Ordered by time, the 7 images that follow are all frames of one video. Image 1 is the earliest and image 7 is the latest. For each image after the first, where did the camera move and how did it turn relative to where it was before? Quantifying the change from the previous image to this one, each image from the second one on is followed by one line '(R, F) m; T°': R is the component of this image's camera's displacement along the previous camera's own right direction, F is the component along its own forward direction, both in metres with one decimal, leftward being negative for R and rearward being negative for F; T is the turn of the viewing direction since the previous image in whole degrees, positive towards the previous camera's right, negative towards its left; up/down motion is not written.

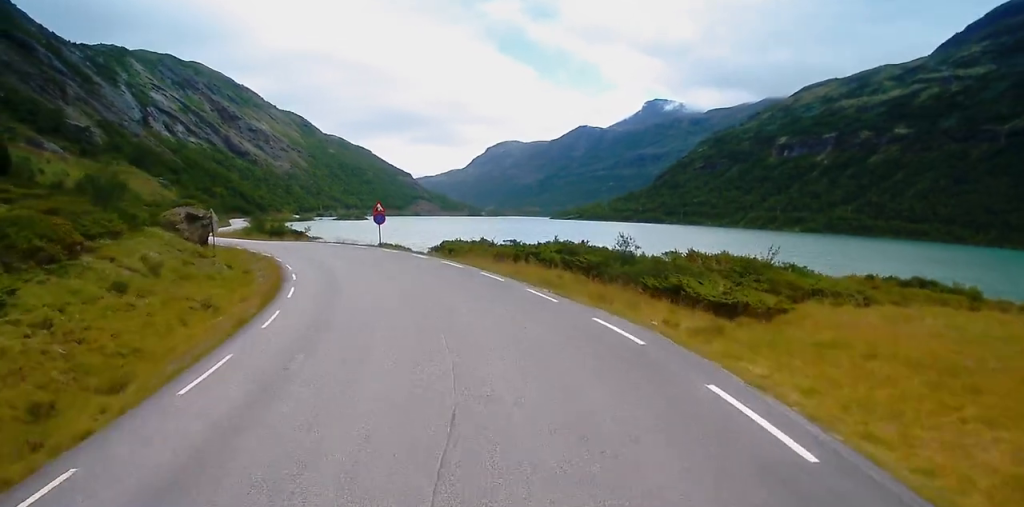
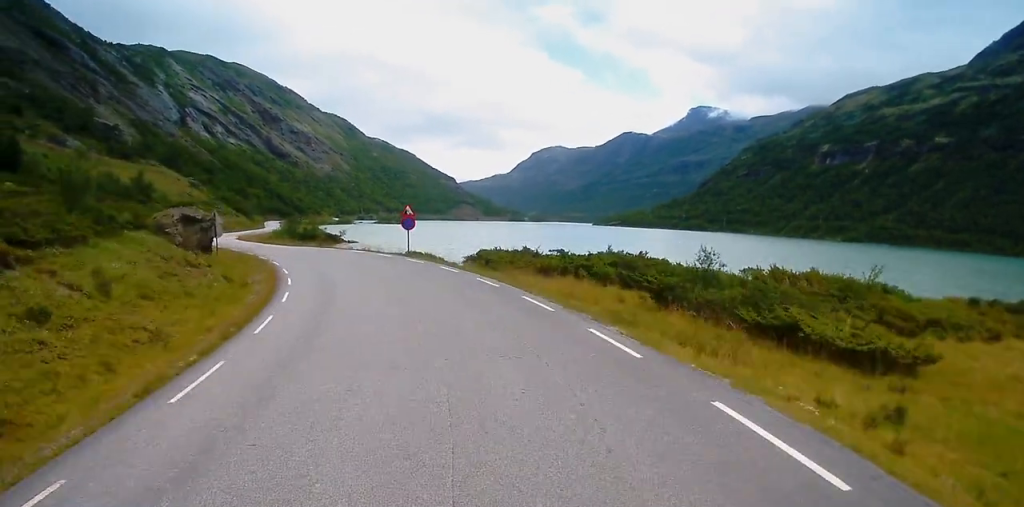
(-0.3, +6.4) m; -3°
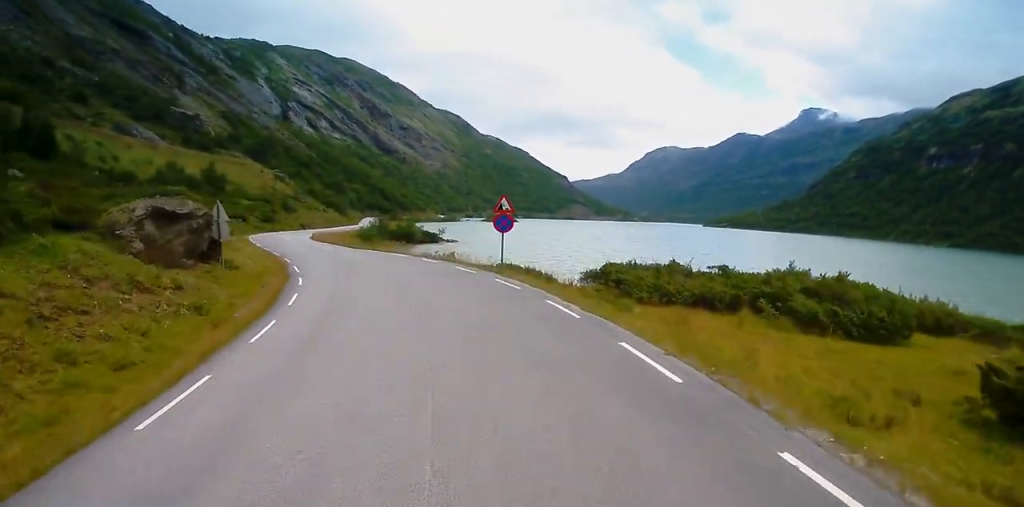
(-0.4, +13.9) m; -5°
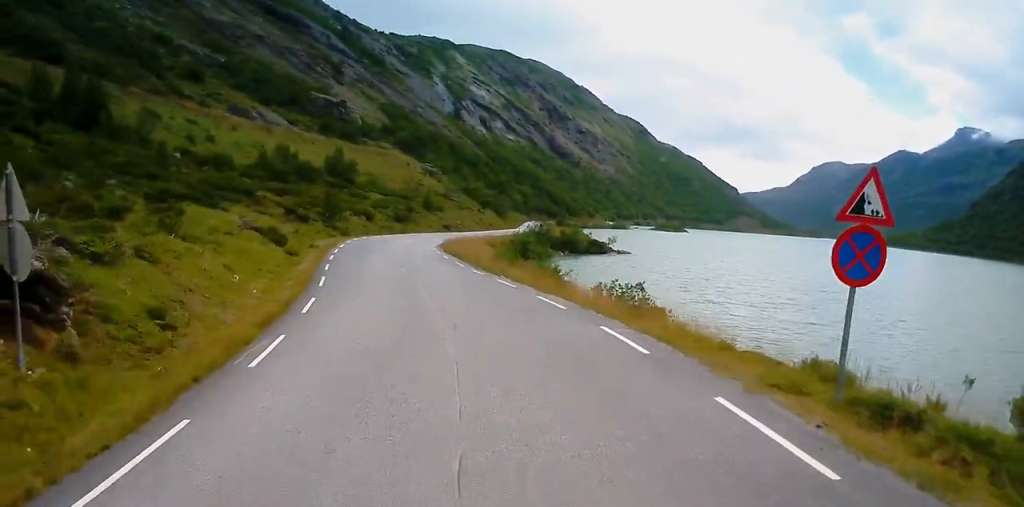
(-2.2, +21.0) m; -11°
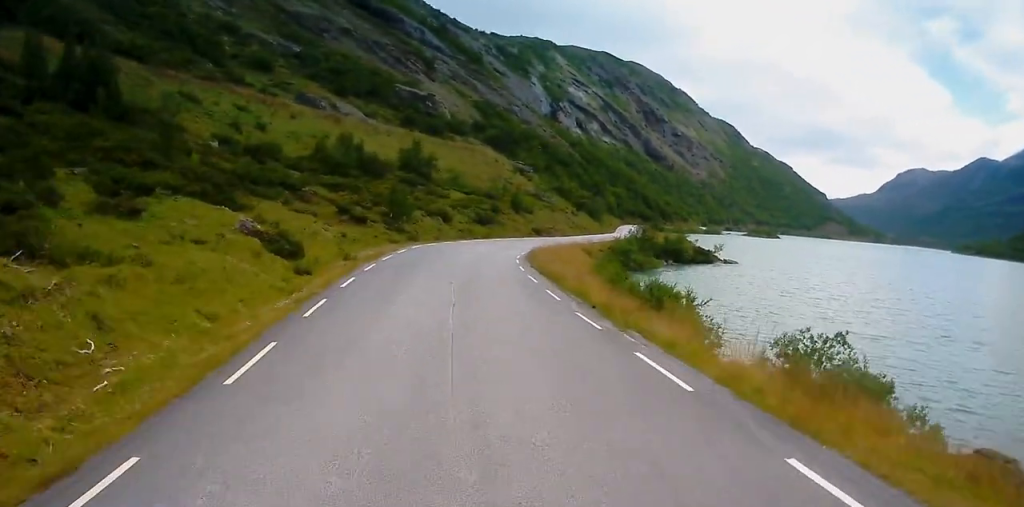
(-0.6, +13.8) m; -4°
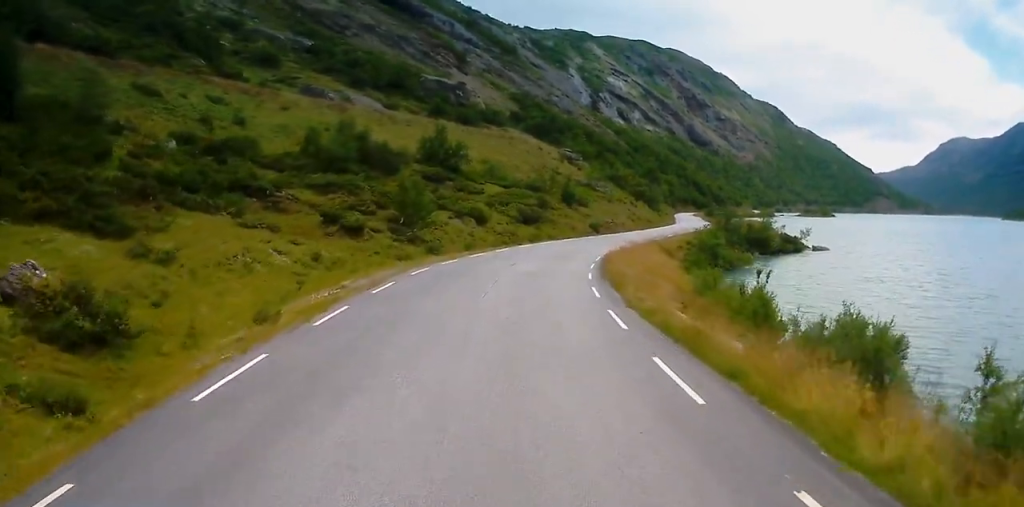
(-0.7, +18.8) m; -5°
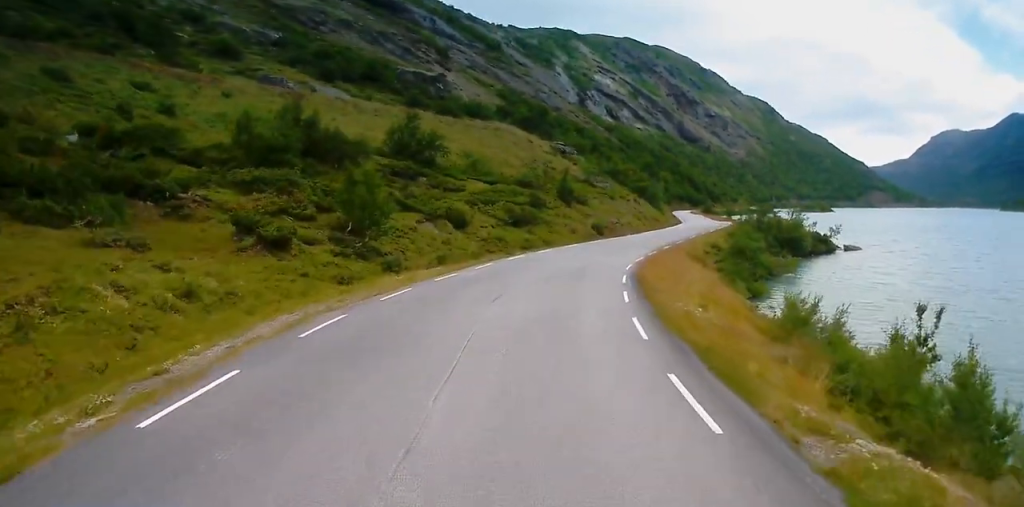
(-0.4, +13.4) m; 0°
